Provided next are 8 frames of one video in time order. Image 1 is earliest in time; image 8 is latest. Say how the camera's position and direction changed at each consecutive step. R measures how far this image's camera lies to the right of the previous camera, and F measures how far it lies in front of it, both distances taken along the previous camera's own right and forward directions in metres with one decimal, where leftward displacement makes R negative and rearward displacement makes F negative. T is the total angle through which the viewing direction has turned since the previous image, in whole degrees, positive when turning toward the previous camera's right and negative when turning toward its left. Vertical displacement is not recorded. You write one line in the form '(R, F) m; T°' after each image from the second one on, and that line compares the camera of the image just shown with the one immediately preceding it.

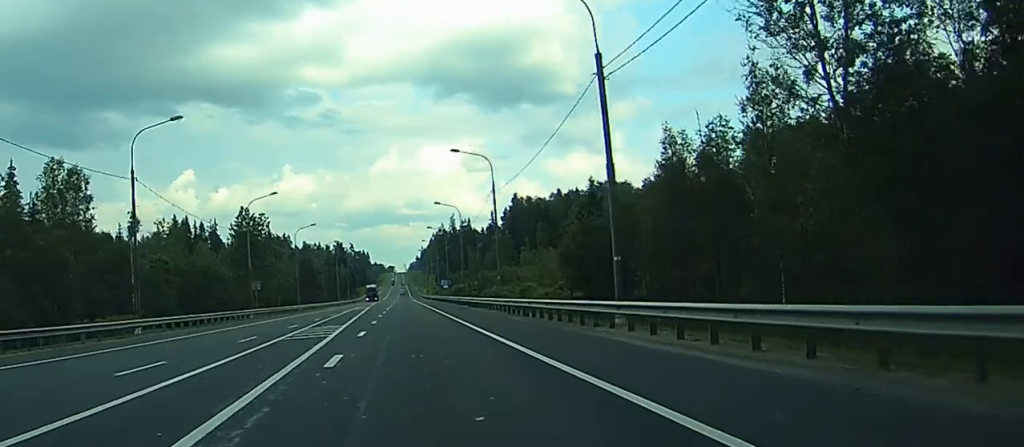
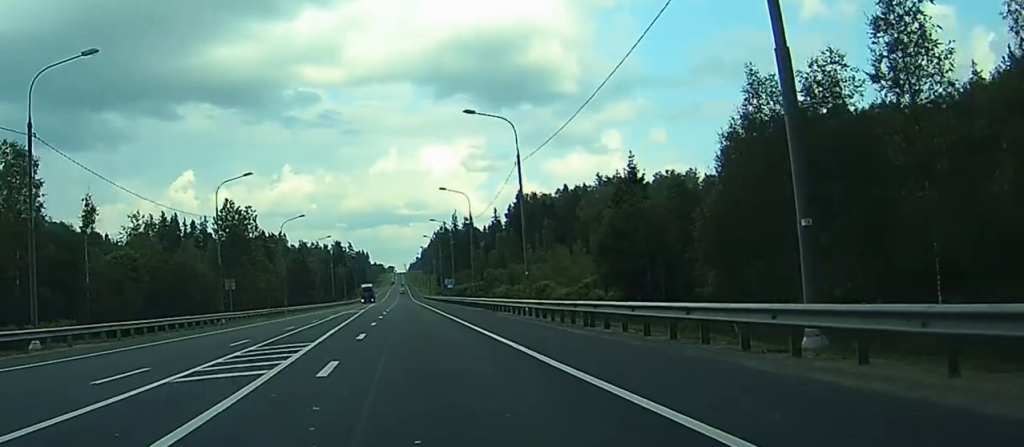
(0.0, +13.4) m; 0°
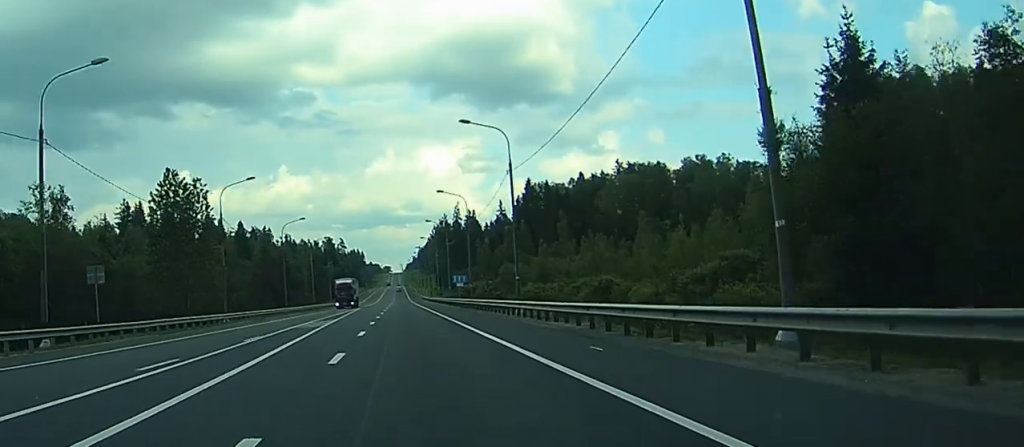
(0.0, +33.1) m; 0°
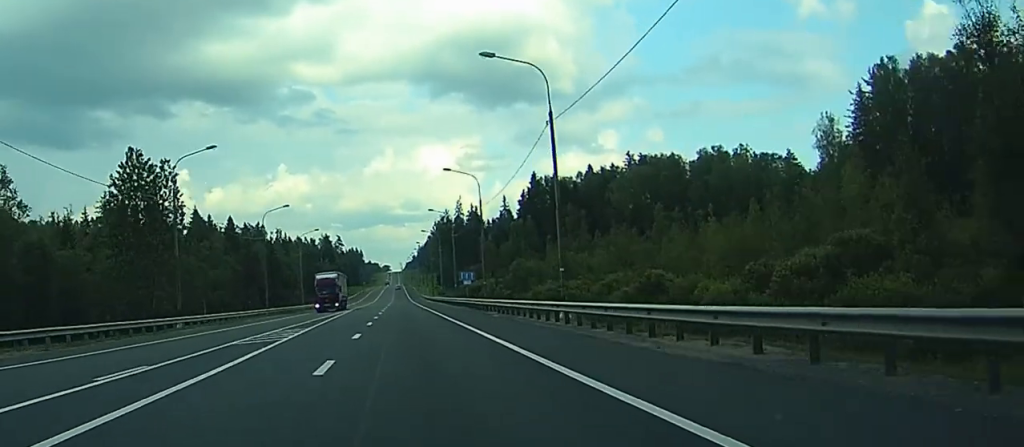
(0.0, +14.3) m; 0°
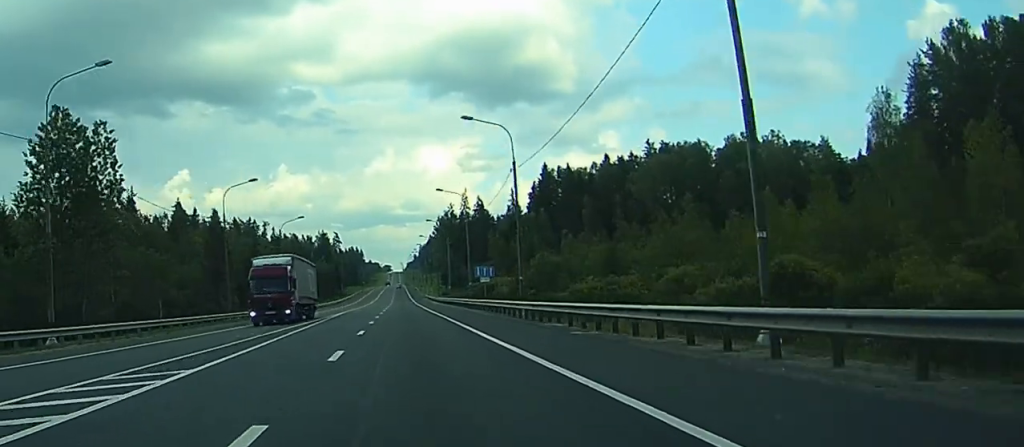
(0.0, +20.7) m; 0°
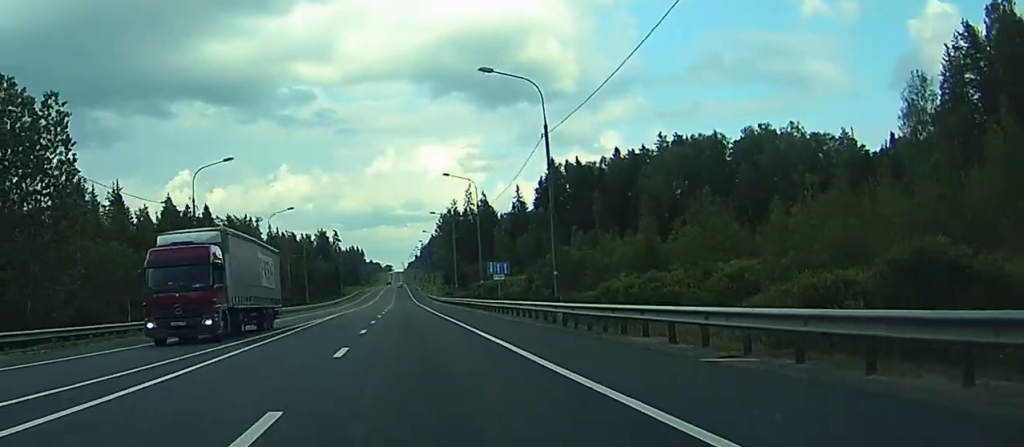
(0.0, +10.8) m; 0°
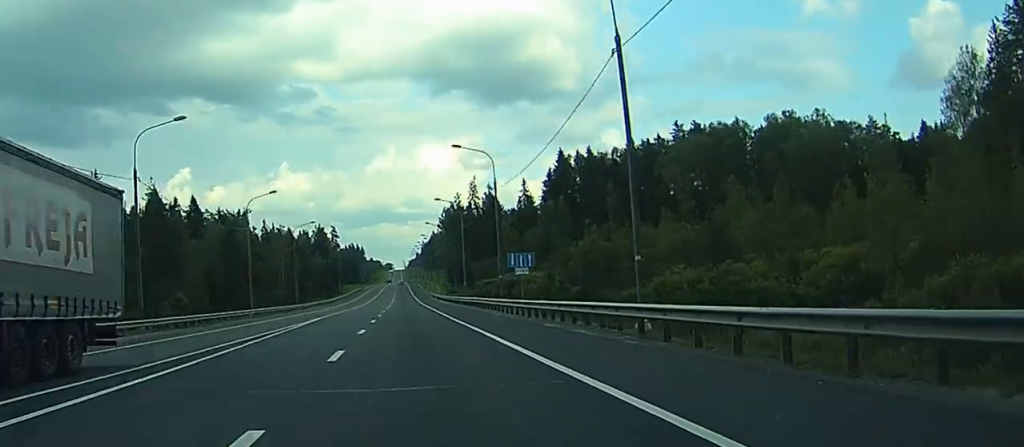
(0.0, +13.5) m; 0°
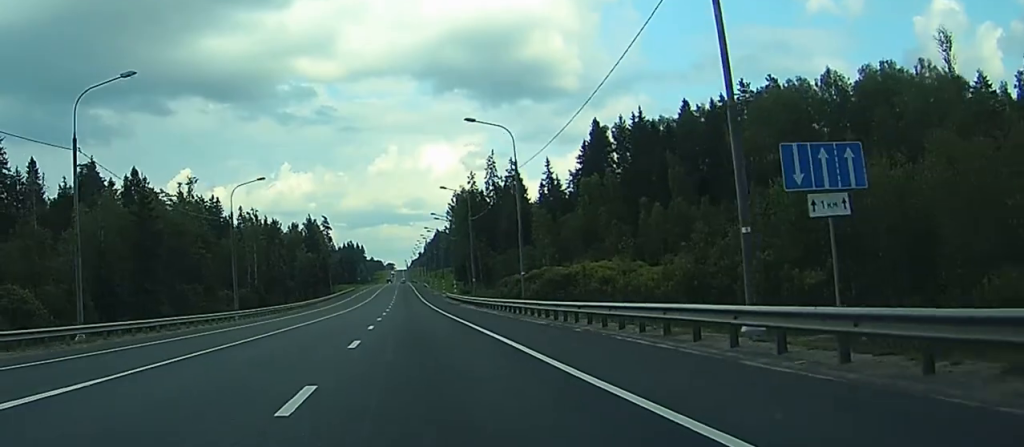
(0.0, +43.2) m; 0°
